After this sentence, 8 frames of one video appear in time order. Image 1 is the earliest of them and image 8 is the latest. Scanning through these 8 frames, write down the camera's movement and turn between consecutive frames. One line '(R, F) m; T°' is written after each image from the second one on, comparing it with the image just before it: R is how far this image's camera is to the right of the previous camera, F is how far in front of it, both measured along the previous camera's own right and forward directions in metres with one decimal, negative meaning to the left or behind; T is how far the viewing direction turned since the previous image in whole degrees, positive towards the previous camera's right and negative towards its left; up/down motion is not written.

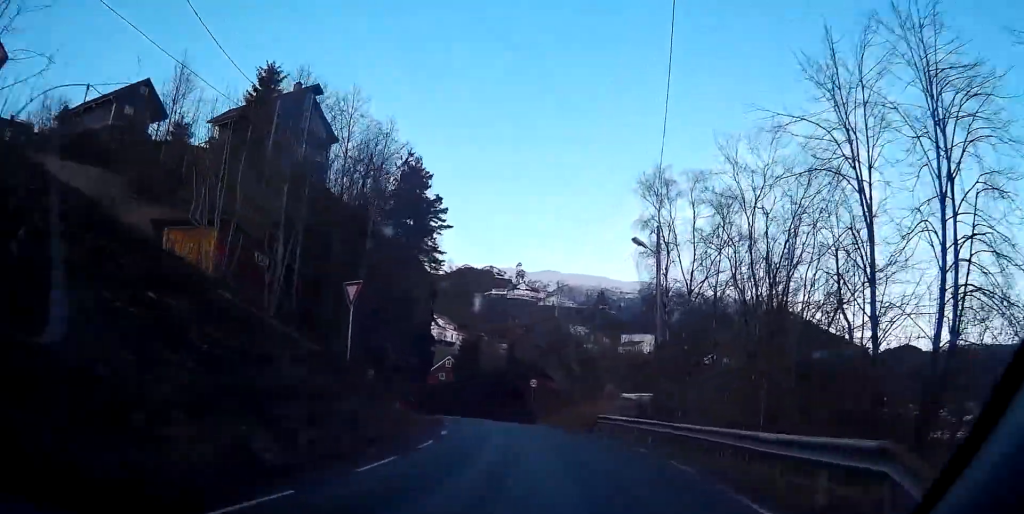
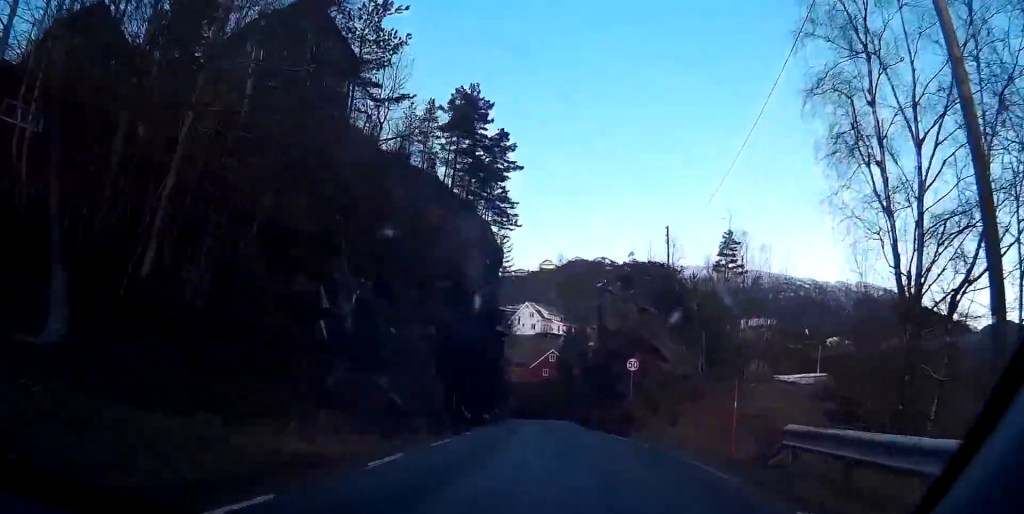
(-2.9, +15.9) m; -16°
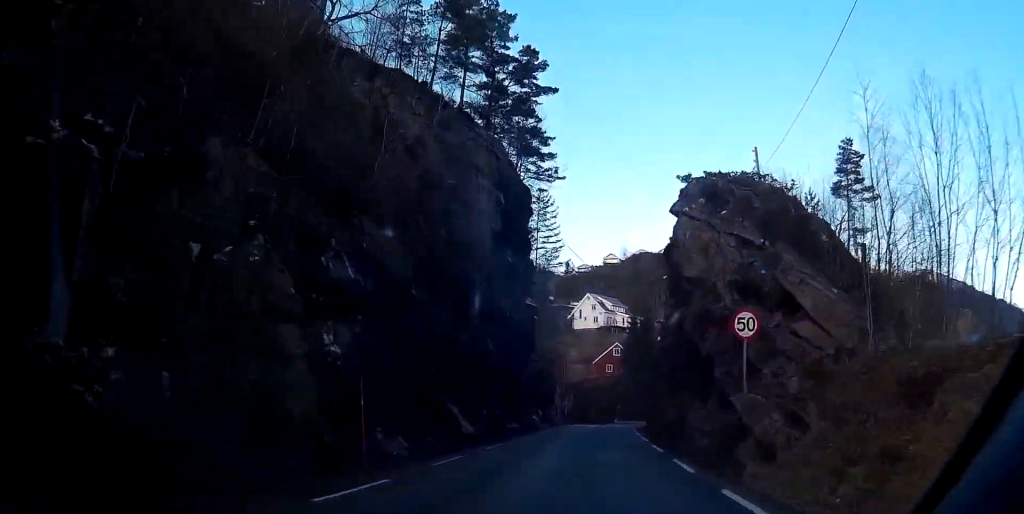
(-0.3, +13.8) m; -3°
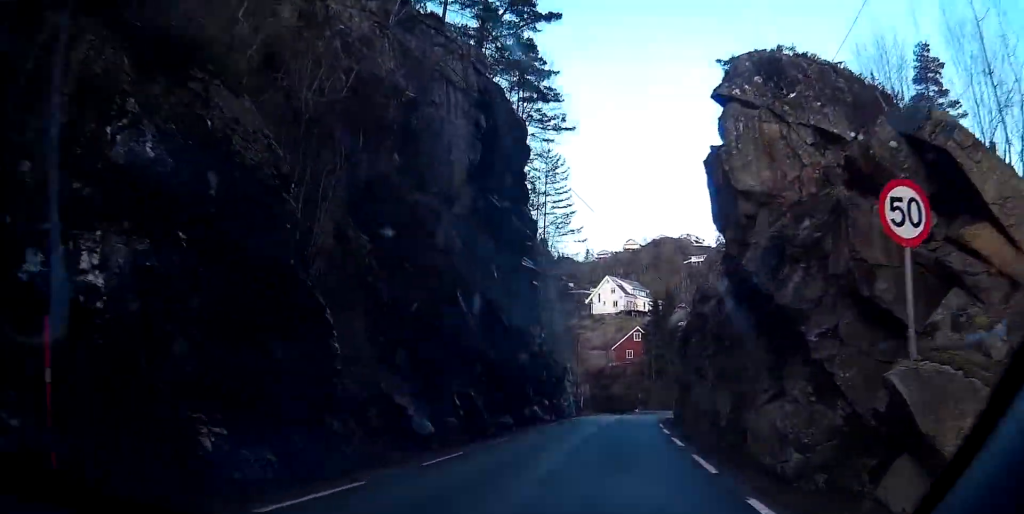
(-0.2, +8.2) m; -1°
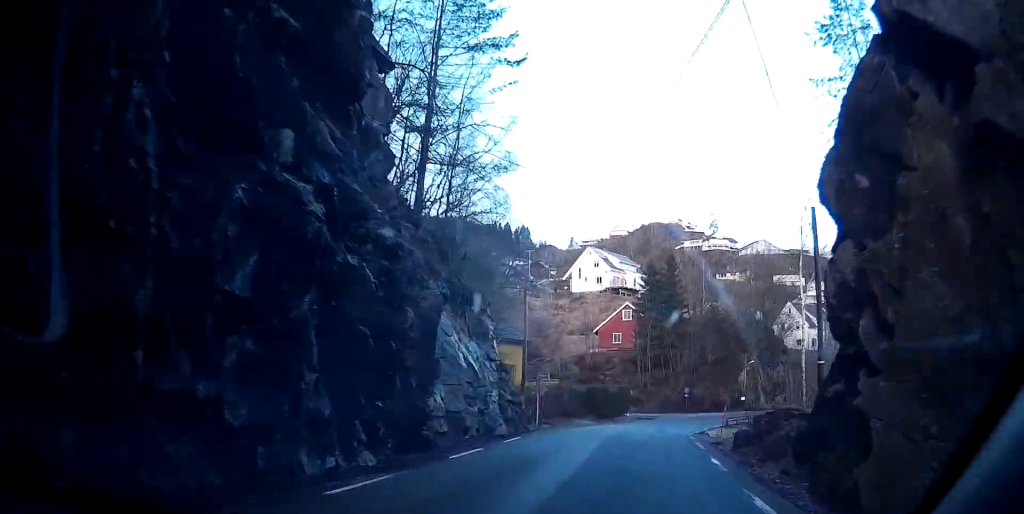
(-1.0, +31.9) m; -1°
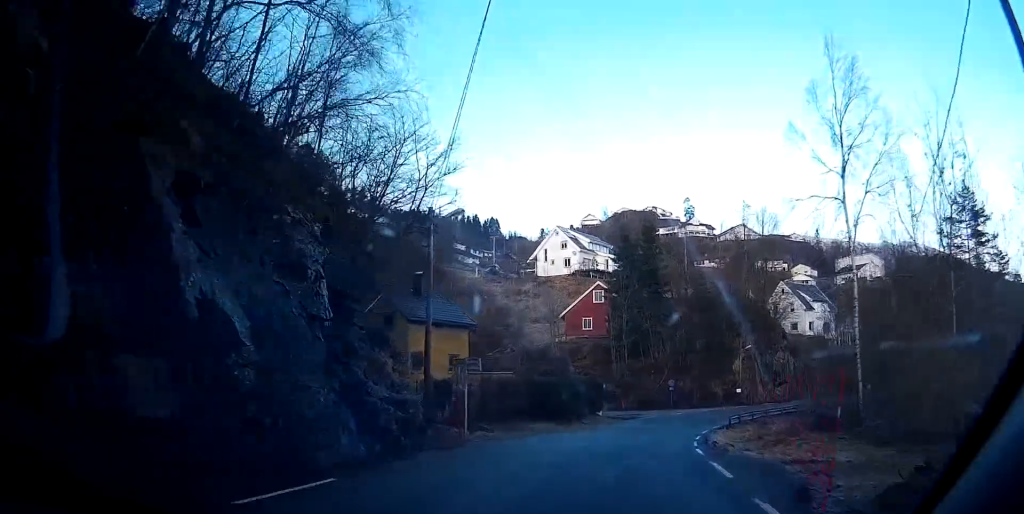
(+0.4, +15.2) m; +4°
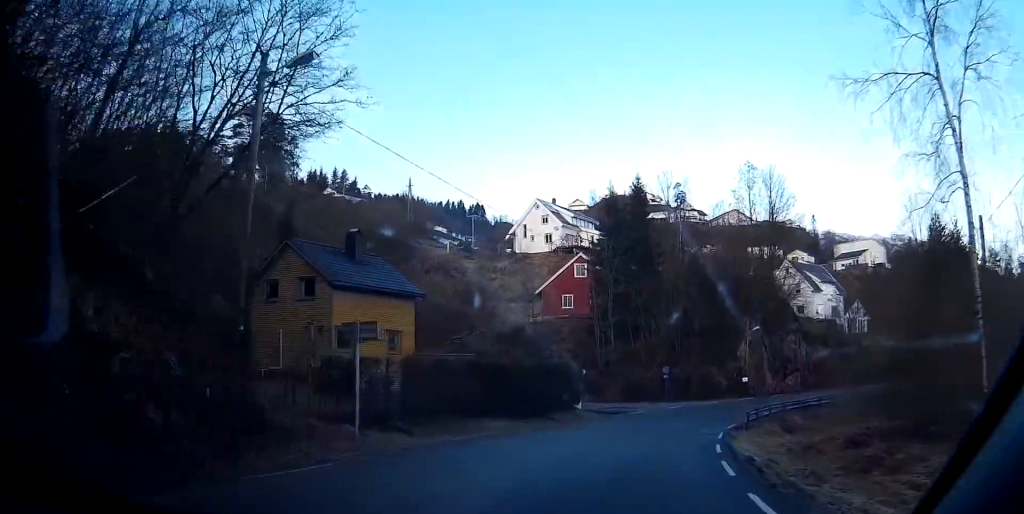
(+0.5, +11.9) m; +3°
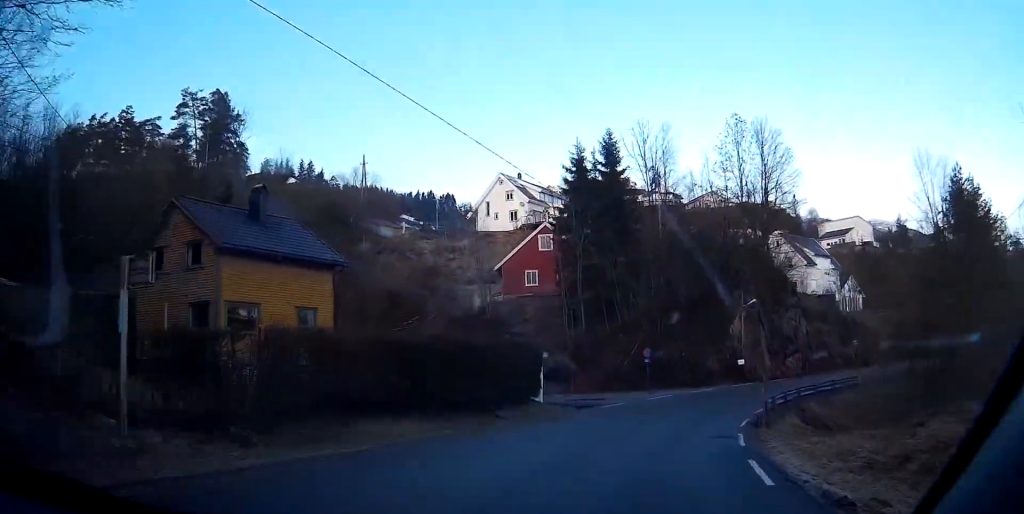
(0.0, +8.6) m; 0°
